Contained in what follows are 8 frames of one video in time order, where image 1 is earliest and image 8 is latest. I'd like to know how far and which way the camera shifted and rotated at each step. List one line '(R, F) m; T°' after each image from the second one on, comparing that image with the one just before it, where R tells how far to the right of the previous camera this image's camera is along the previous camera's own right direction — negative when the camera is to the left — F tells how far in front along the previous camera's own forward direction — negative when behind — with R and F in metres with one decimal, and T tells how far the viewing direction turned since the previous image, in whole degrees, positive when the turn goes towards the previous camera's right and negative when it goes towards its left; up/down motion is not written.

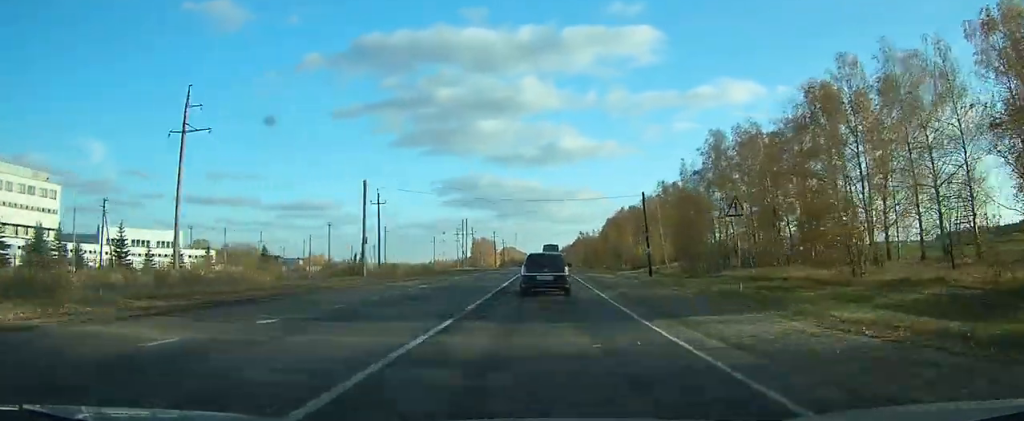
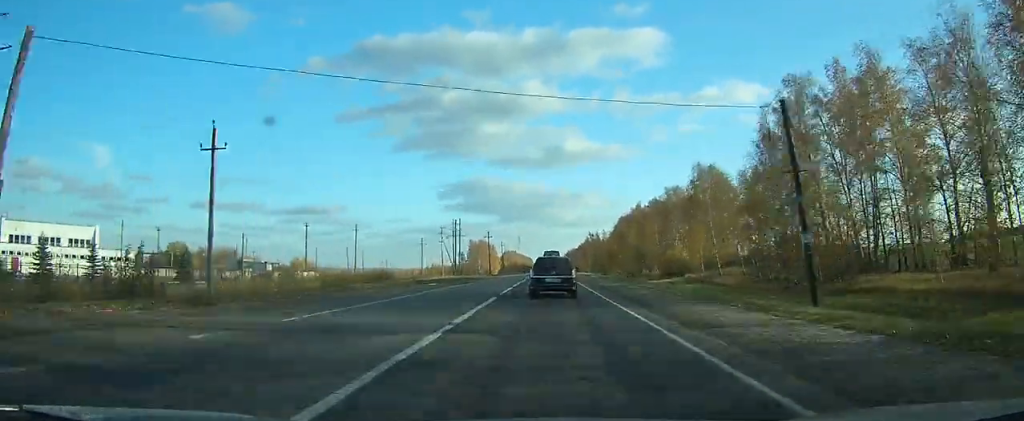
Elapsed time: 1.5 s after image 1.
(0.0, +29.4) m; 0°
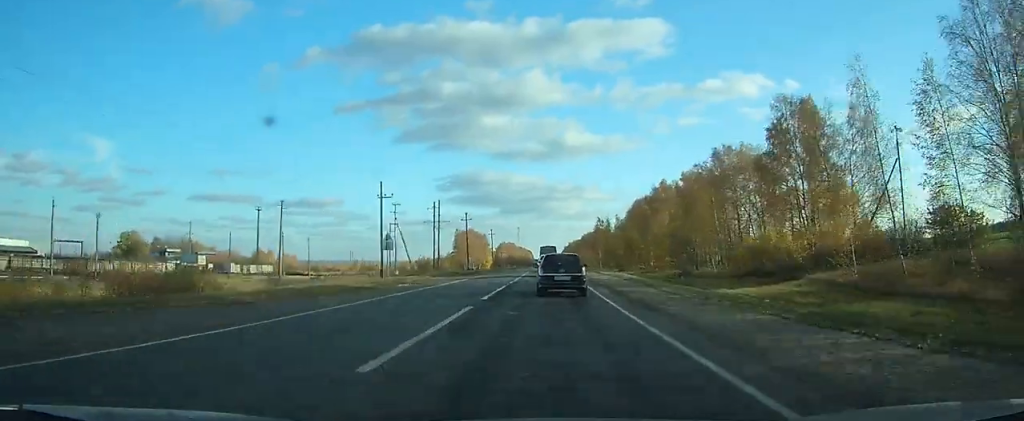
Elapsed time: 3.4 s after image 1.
(0.0, +39.0) m; 0°
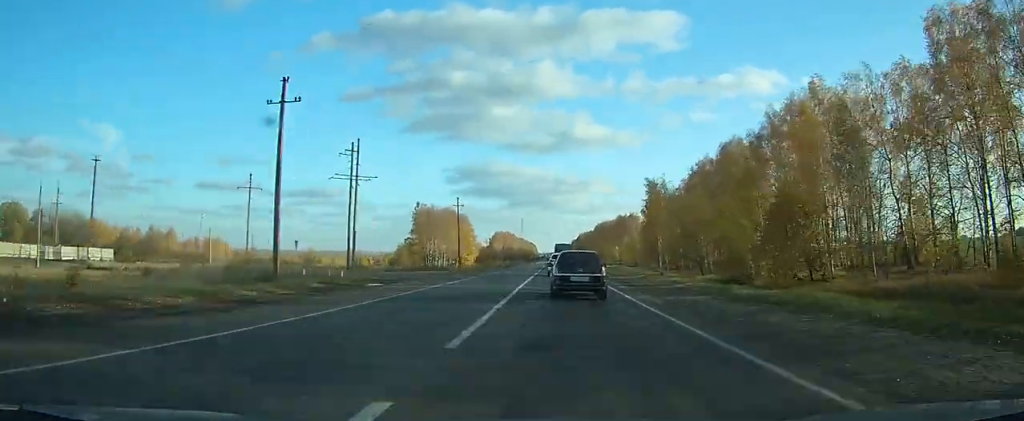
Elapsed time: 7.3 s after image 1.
(-0.1, +84.7) m; 0°
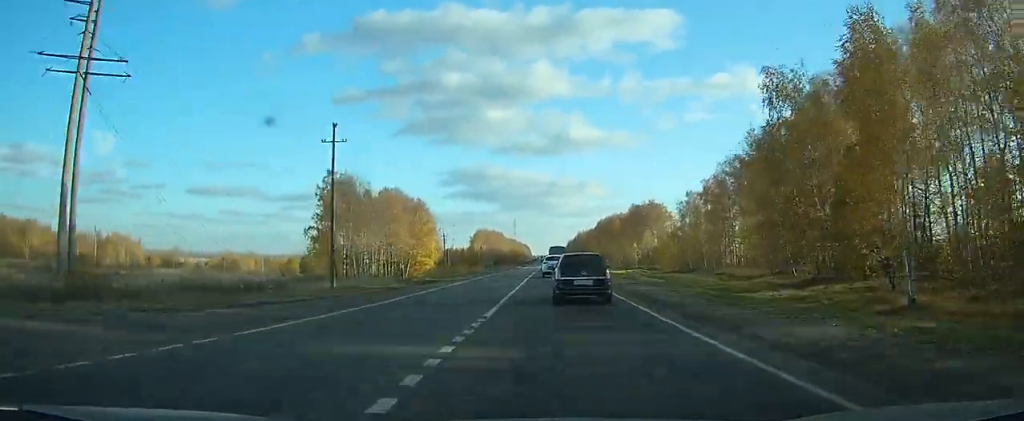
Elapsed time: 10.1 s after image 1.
(+0.1, +62.1) m; 0°
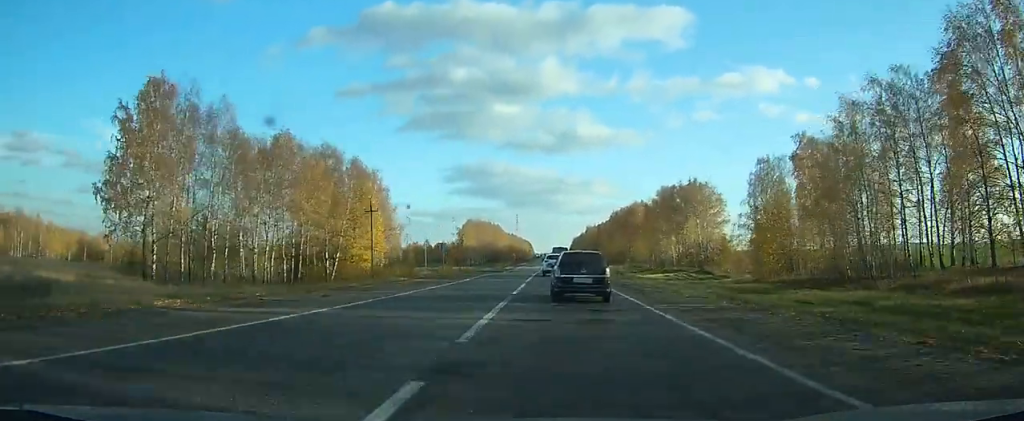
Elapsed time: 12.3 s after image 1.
(-0.2, +46.0) m; 0°
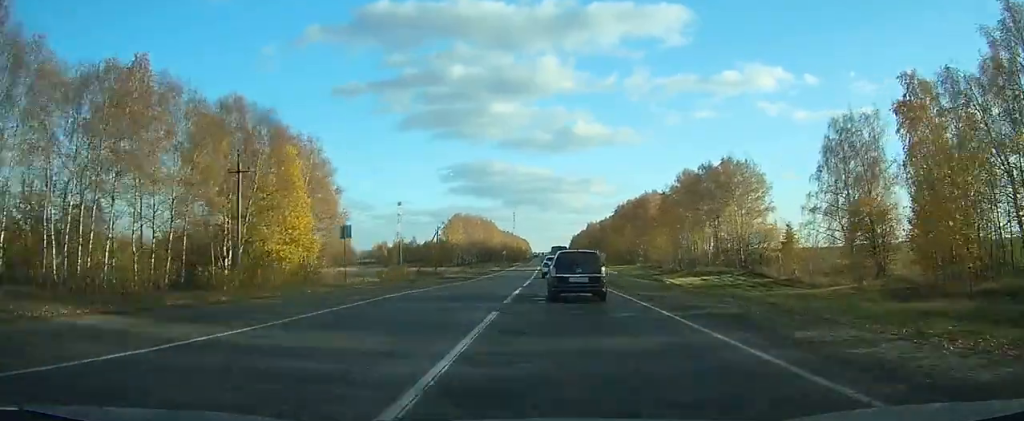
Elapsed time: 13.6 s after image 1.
(0.0, +26.6) m; 0°
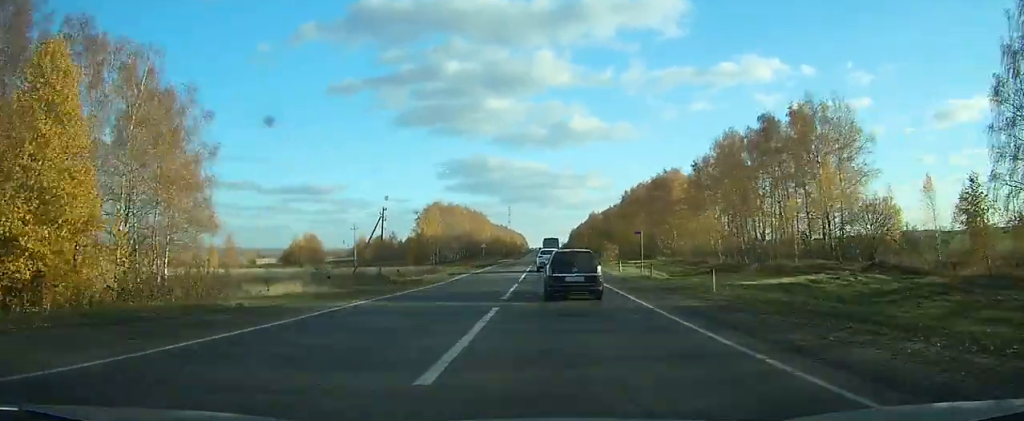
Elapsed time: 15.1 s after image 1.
(0.0, +34.5) m; 0°
